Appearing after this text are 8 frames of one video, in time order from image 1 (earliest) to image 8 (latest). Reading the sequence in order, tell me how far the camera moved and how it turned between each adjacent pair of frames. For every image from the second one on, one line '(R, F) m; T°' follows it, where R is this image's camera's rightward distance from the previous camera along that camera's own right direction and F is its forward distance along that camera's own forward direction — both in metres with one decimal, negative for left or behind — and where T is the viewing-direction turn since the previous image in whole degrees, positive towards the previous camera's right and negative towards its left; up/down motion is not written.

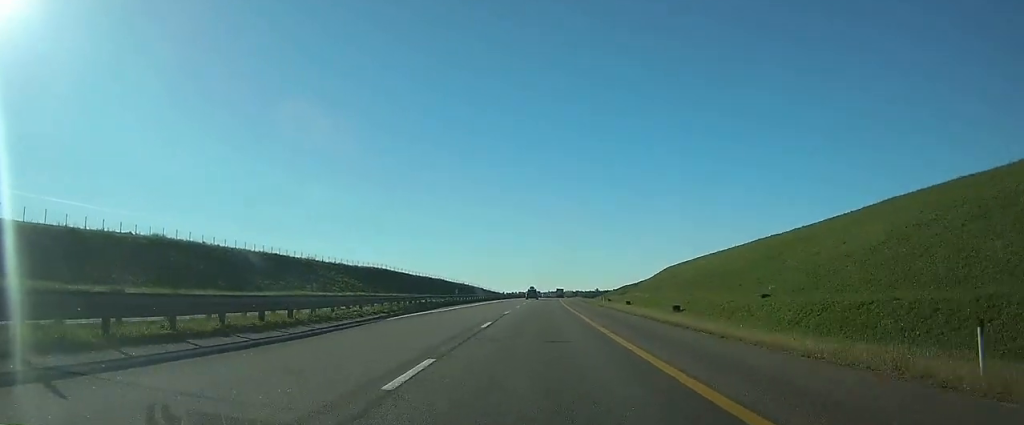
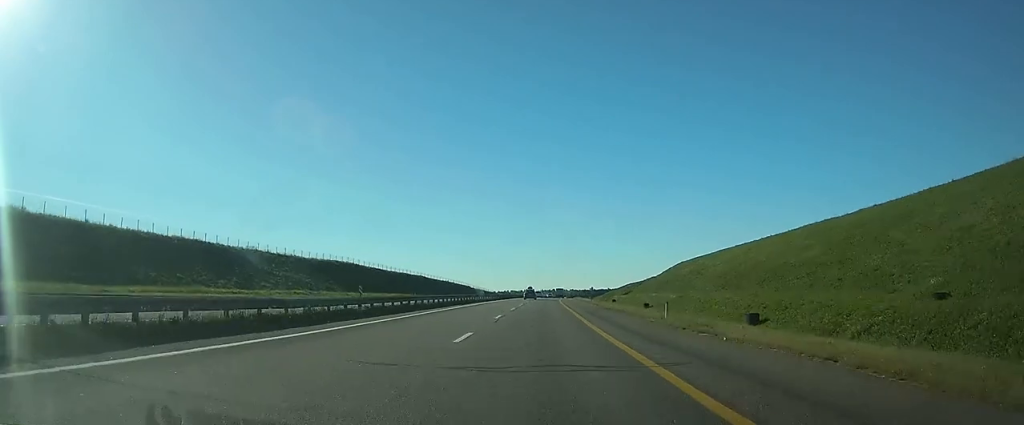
(+0.2, +28.9) m; +1°
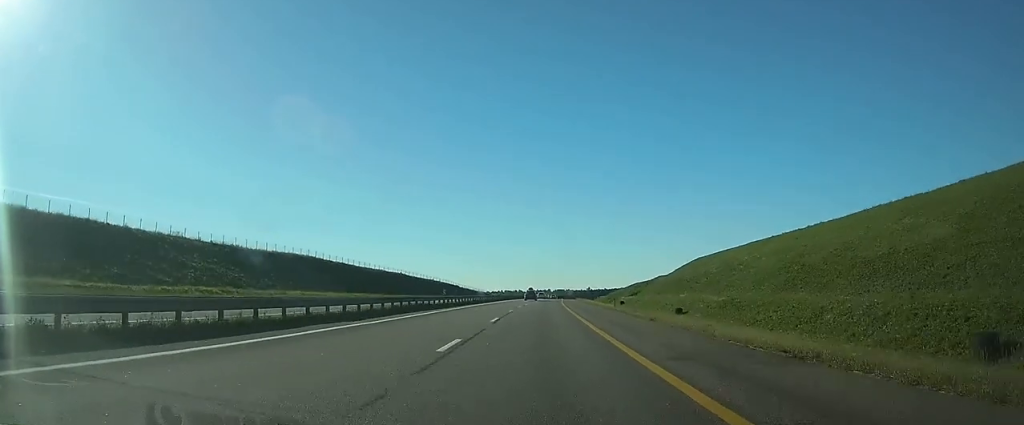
(+0.1, +26.2) m; +1°
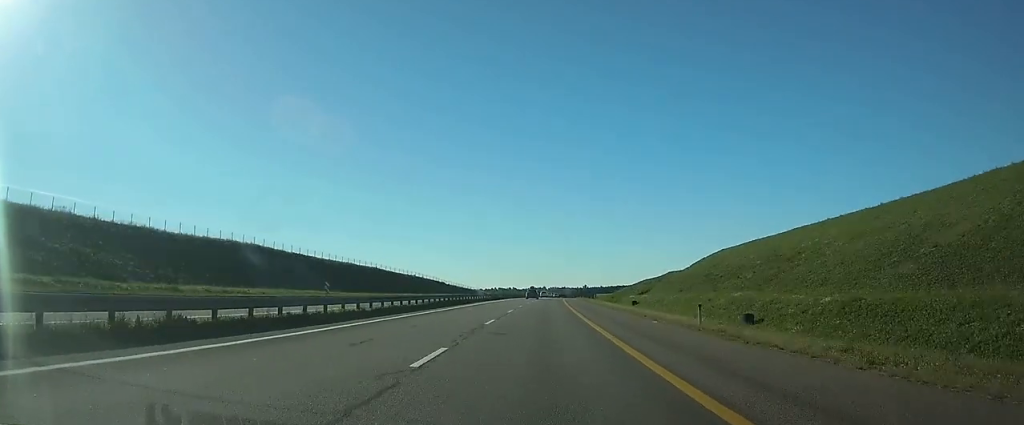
(+0.2, +26.4) m; +1°
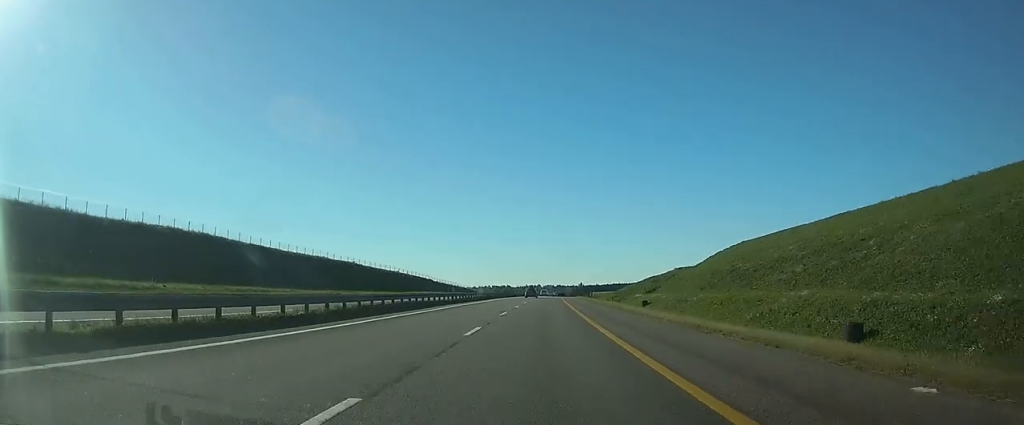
(+0.1, +17.7) m; 0°
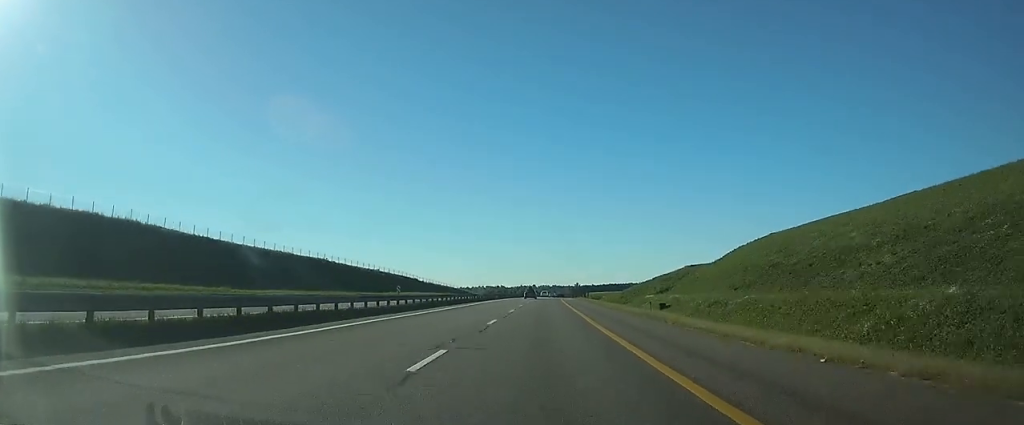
(+0.1, +18.7) m; 0°
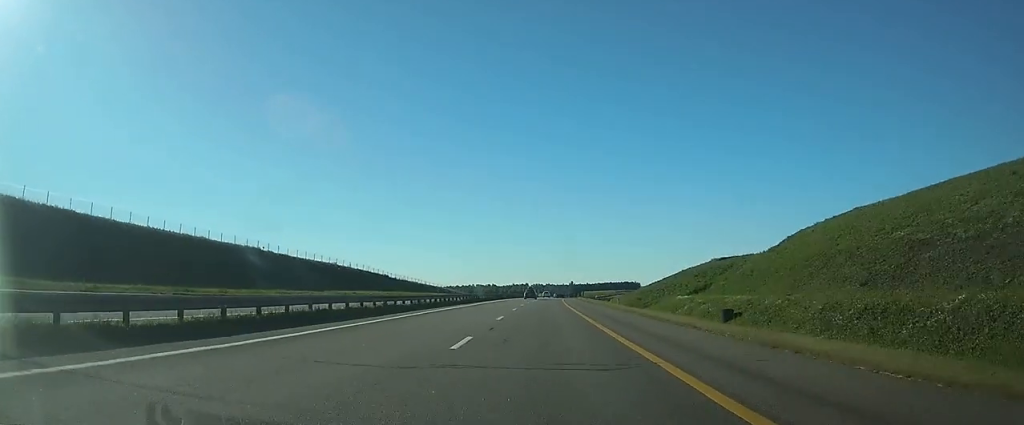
(+0.1, +32.7) m; +1°
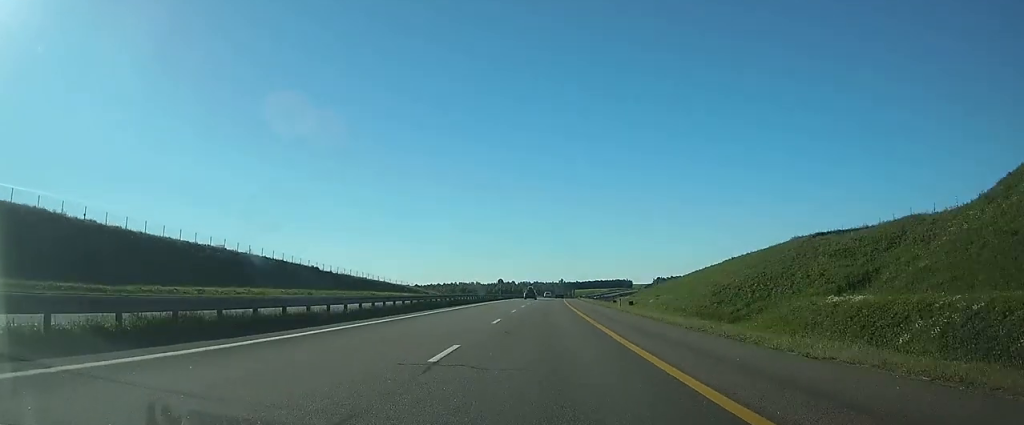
(+0.5, +49.9) m; +1°
